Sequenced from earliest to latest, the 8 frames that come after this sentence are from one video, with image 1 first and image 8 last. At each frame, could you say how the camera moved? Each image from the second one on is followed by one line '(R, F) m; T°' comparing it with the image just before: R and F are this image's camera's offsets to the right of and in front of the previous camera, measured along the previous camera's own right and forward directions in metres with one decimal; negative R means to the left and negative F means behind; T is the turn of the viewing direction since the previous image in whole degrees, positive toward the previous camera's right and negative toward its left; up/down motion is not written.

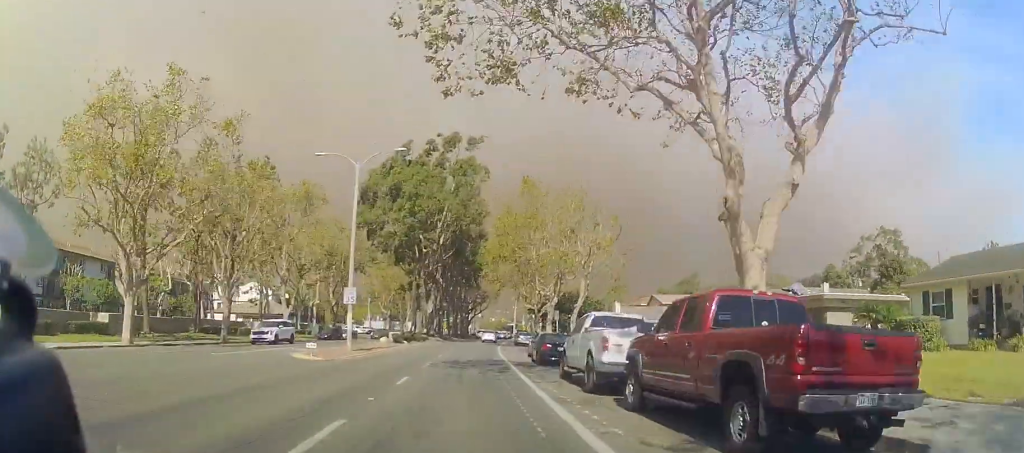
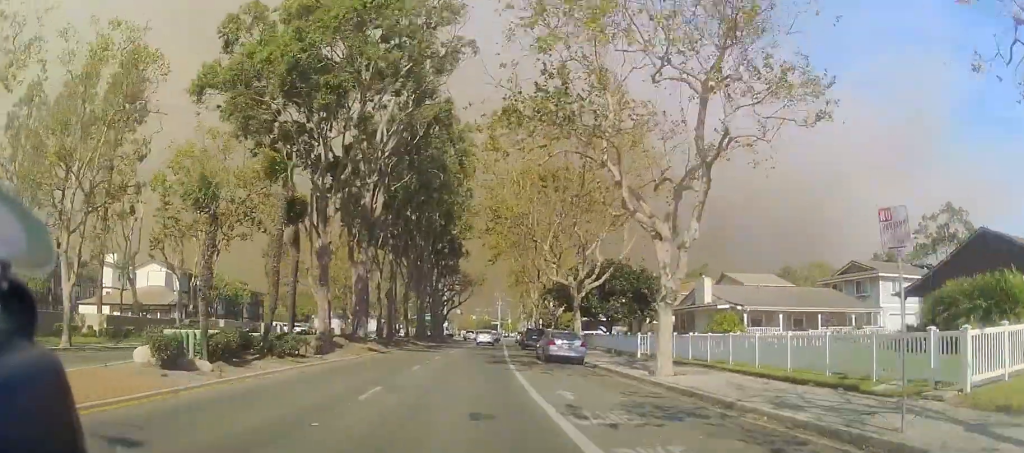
(+1.3, +32.4) m; +4°
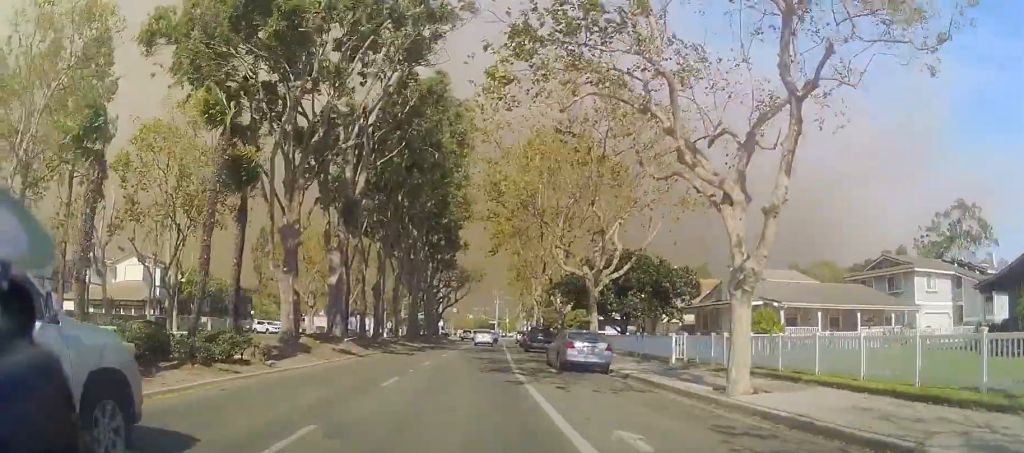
(0.0, +4.9) m; 0°
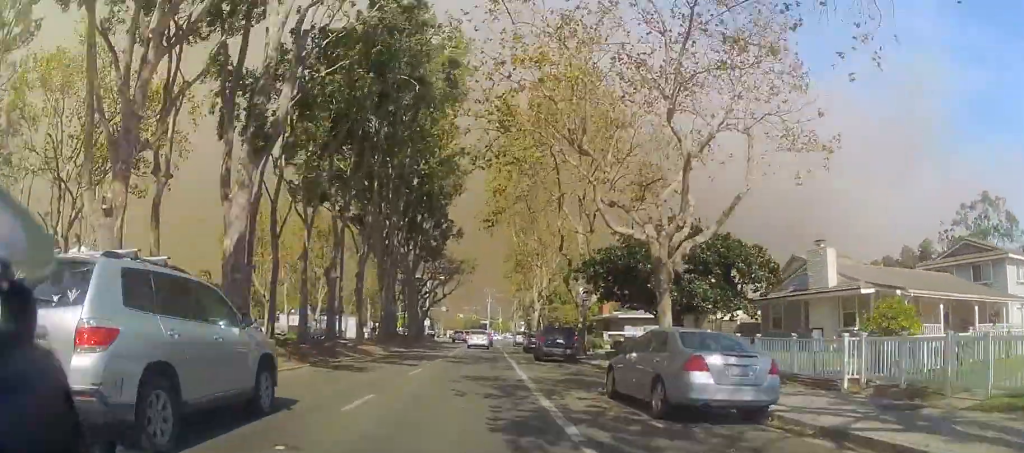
(0.0, +10.8) m; +1°
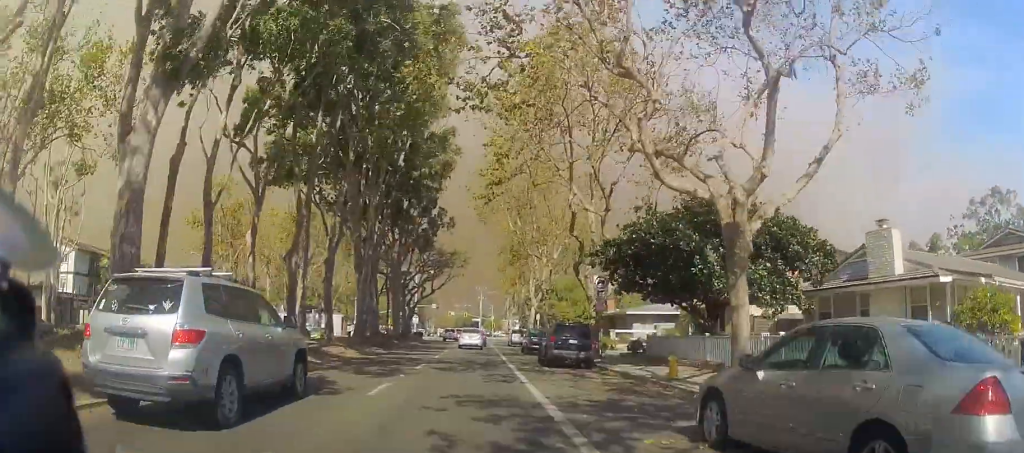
(0.0, +5.0) m; 0°
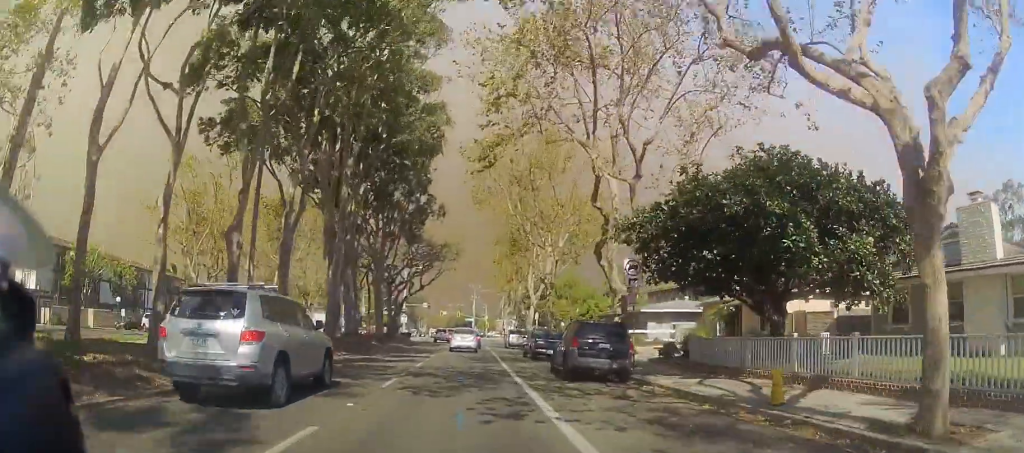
(0.0, +5.5) m; 0°
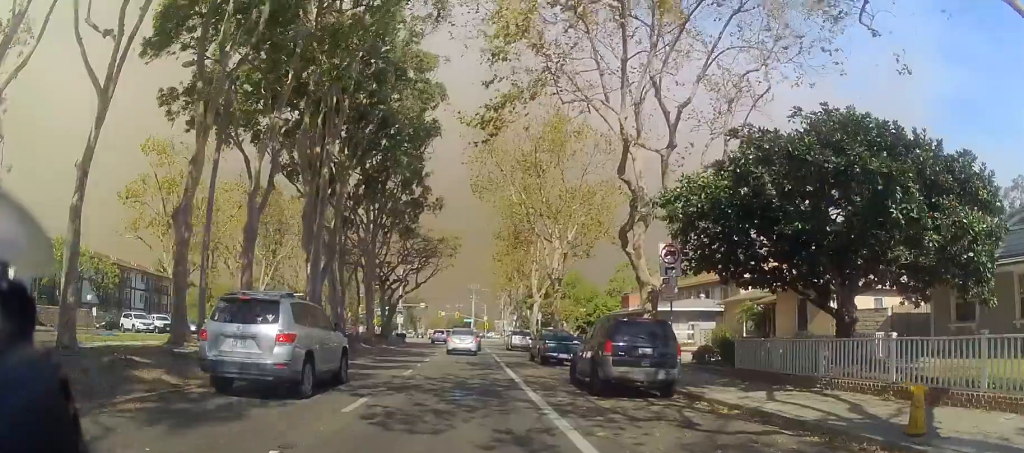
(0.0, +3.6) m; 0°
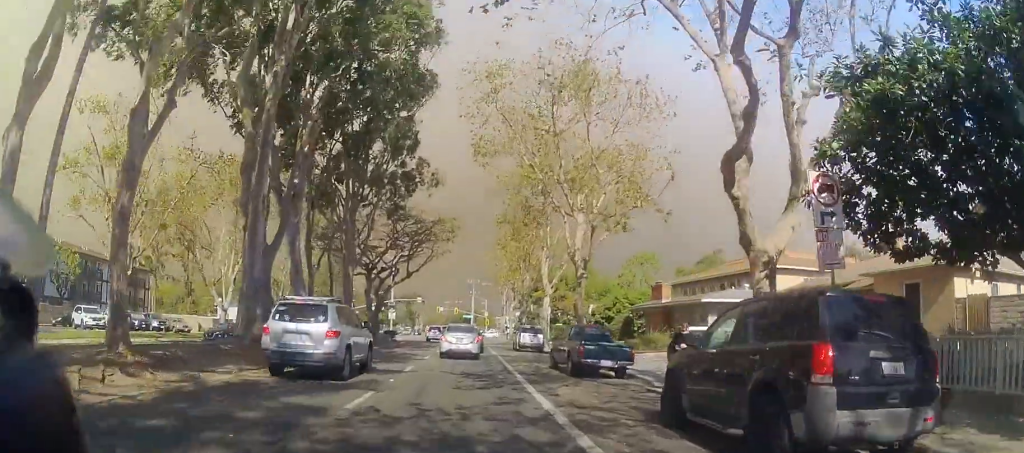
(+0.1, +6.8) m; +2°
